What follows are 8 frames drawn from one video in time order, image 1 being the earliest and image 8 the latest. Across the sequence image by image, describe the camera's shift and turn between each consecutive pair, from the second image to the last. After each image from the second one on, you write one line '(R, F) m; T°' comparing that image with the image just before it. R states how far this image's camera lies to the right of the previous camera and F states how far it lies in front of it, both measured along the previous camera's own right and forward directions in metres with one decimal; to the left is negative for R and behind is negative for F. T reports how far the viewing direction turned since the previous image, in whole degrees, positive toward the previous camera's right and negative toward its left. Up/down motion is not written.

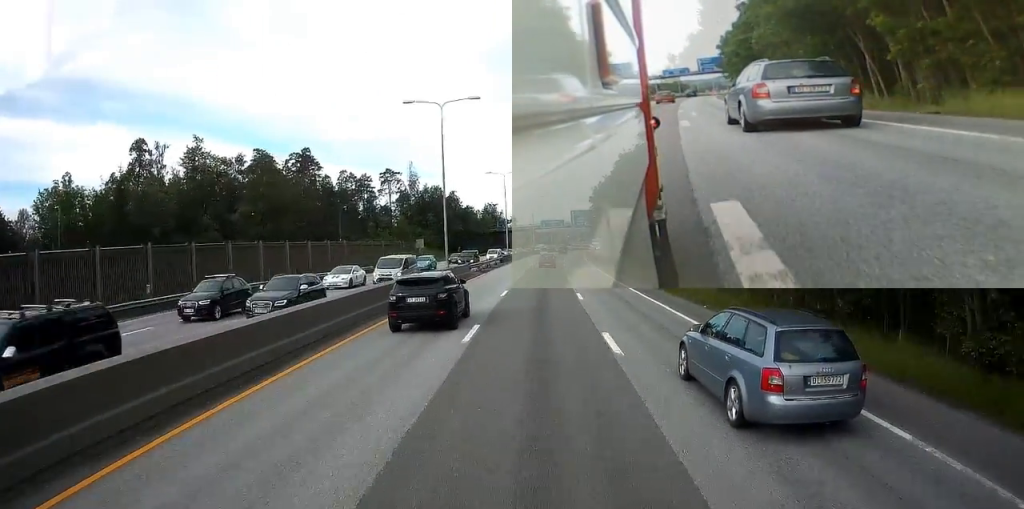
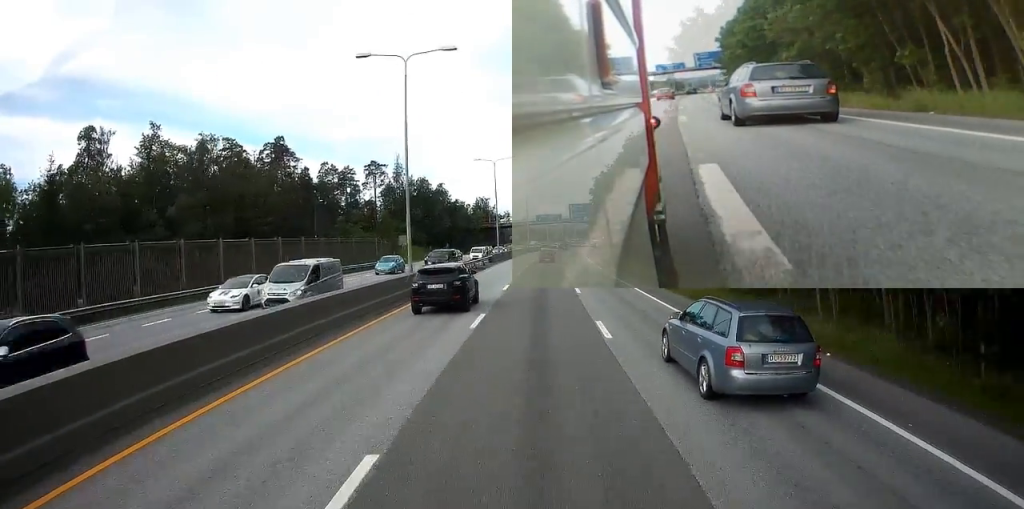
(+0.1, +10.4) m; 0°
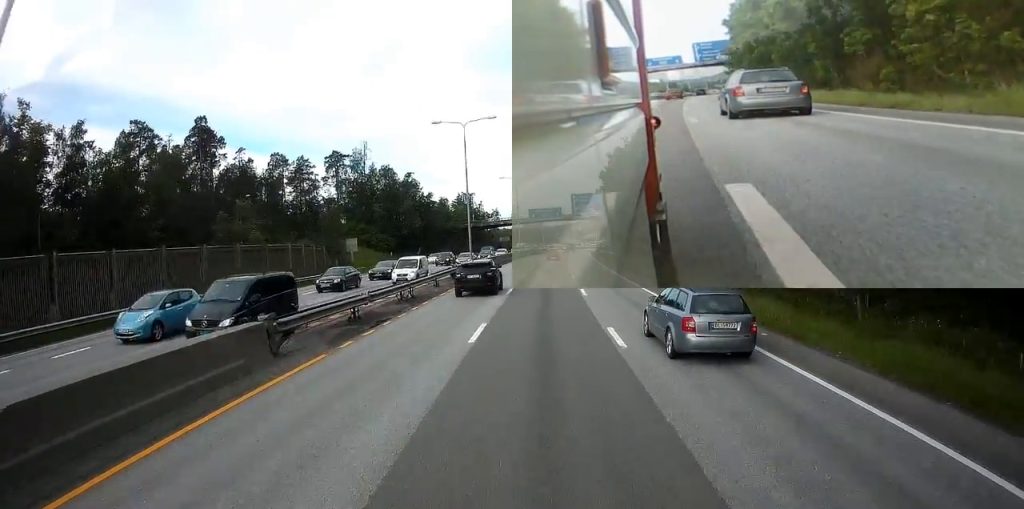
(0.0, +24.9) m; +1°
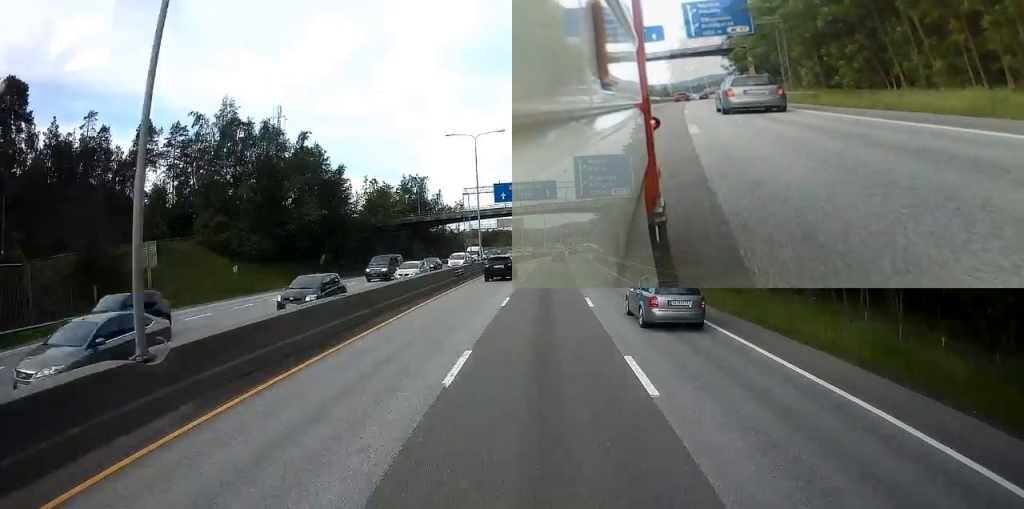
(+0.4, +39.3) m; +1°
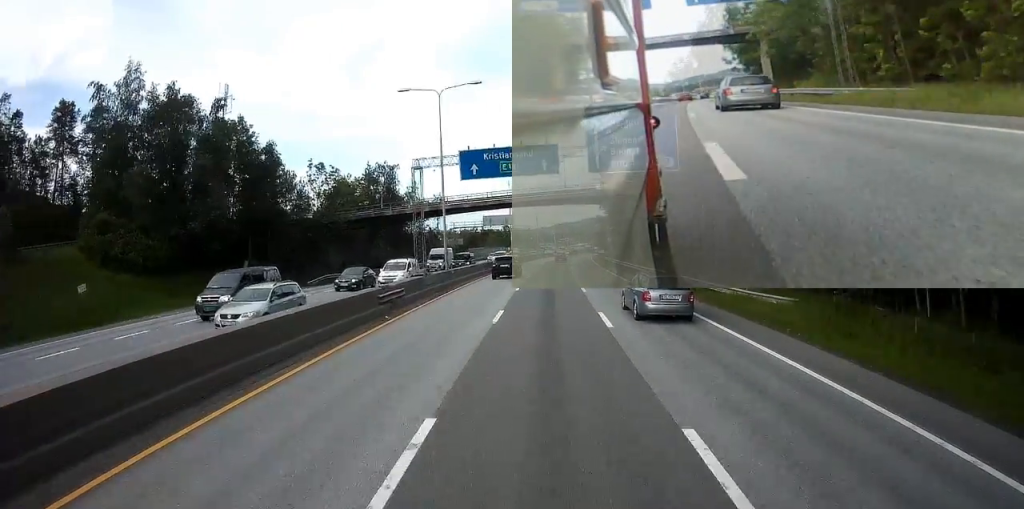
(+0.3, +16.4) m; +1°
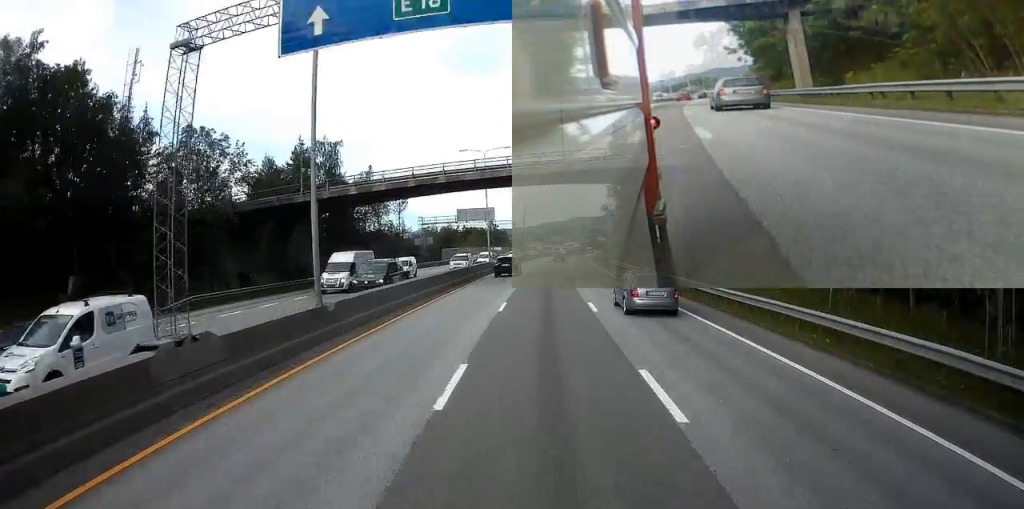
(+0.2, +20.2) m; +1°
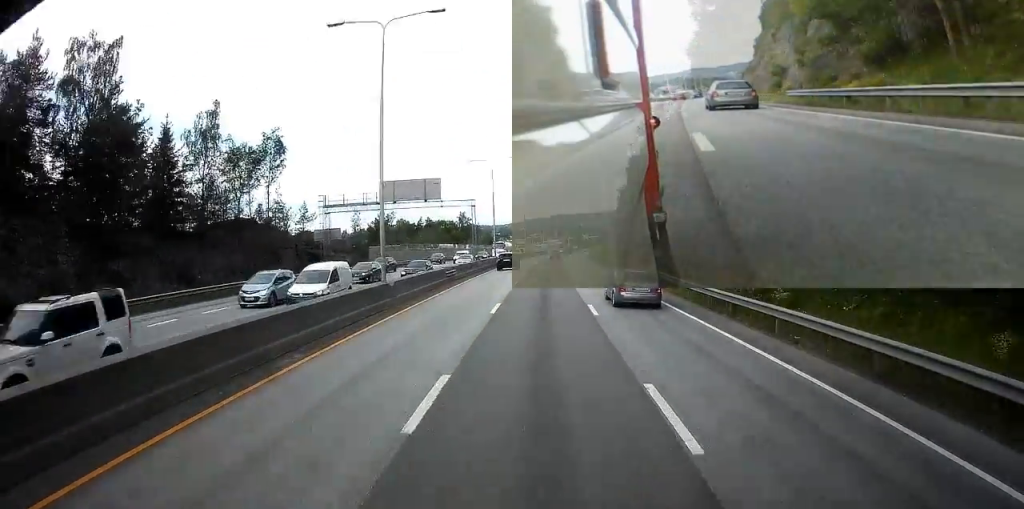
(+0.3, +36.5) m; +1°
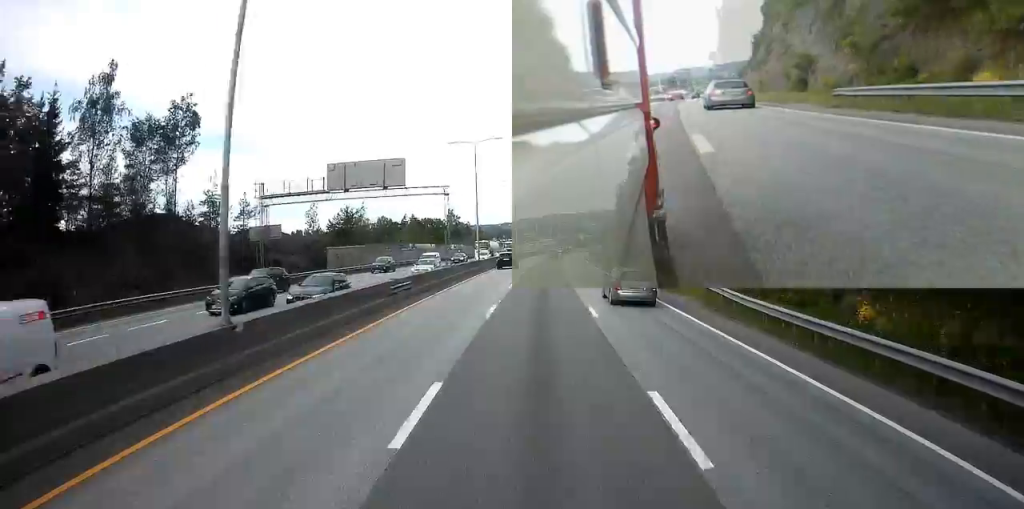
(-0.1, +12.4) m; +1°
